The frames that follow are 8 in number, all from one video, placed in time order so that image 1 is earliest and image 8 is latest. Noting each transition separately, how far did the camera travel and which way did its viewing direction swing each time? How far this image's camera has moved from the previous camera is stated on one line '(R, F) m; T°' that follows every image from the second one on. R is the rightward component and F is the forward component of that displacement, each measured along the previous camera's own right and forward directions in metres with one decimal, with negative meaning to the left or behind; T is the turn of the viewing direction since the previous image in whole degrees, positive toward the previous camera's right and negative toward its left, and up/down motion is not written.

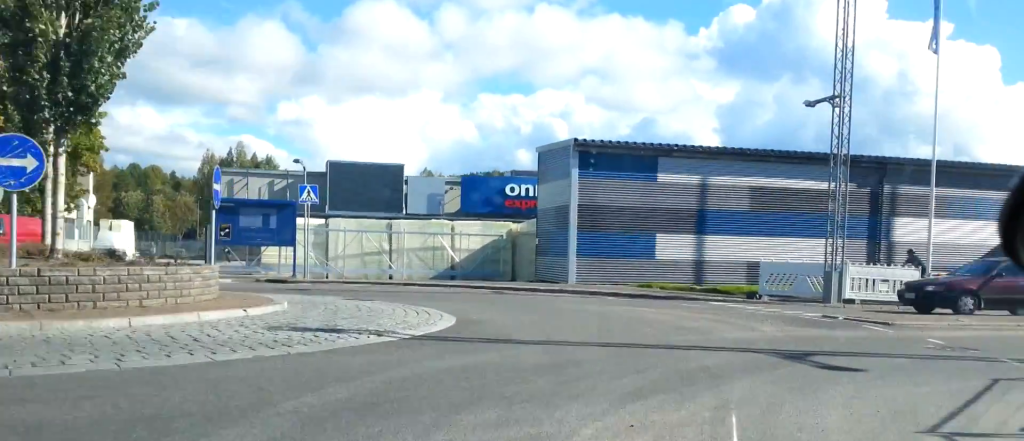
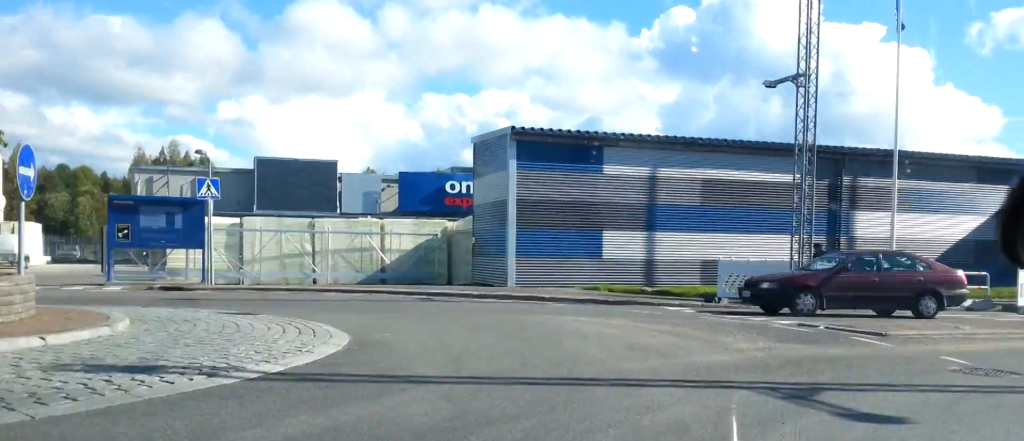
(+0.2, +2.6) m; +5°
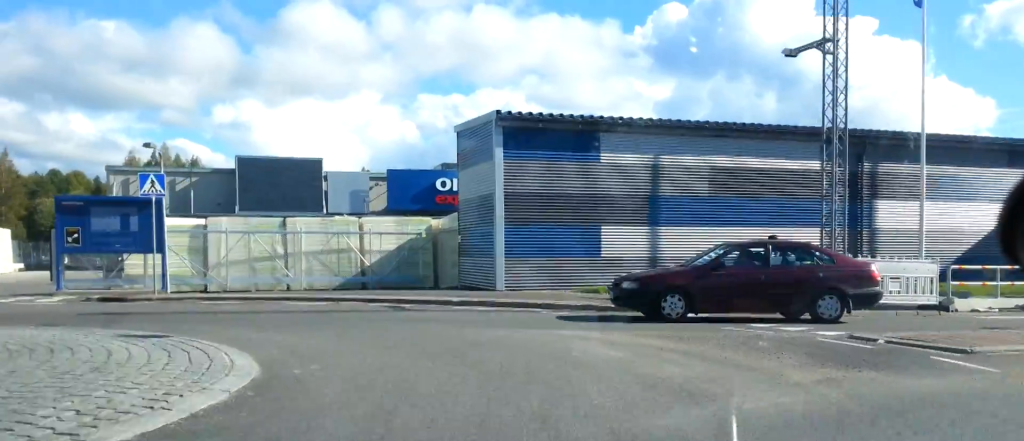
(+0.1, +2.6) m; +6°
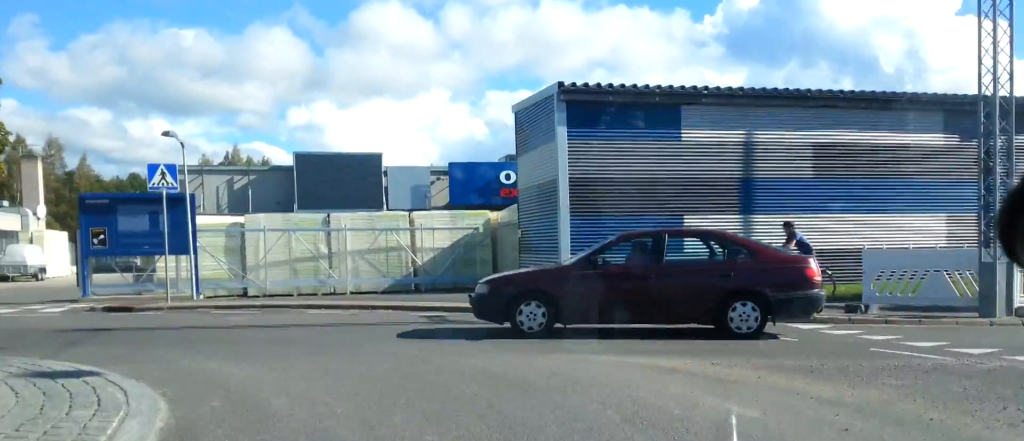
(+0.3, +3.3) m; +2°
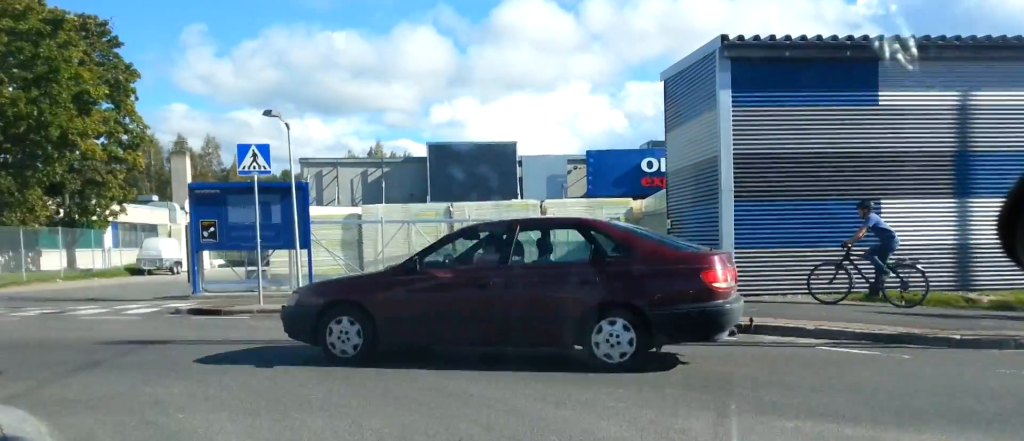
(+0.2, +3.7) m; -1°
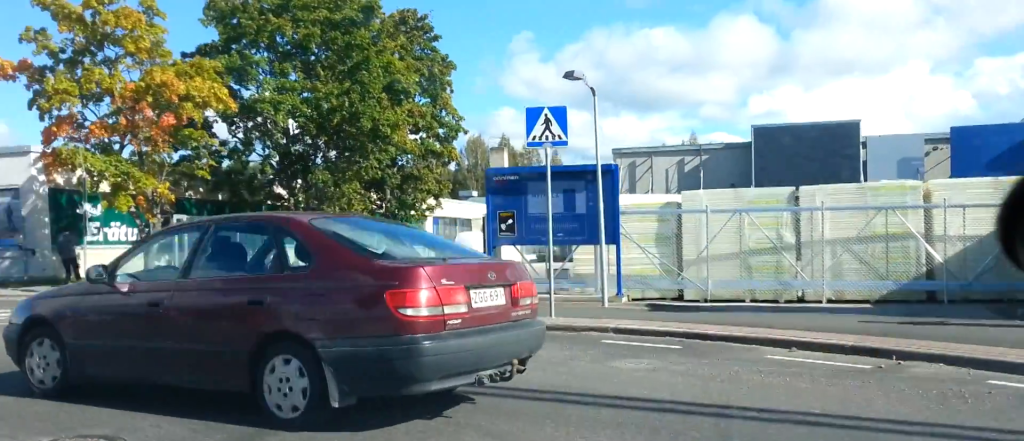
(-0.4, +5.8) m; -9°
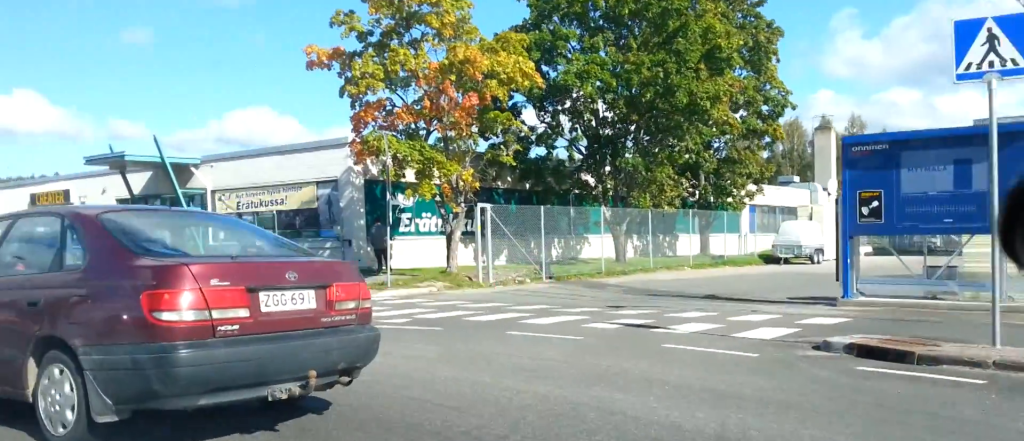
(+0.1, +4.2) m; -22°
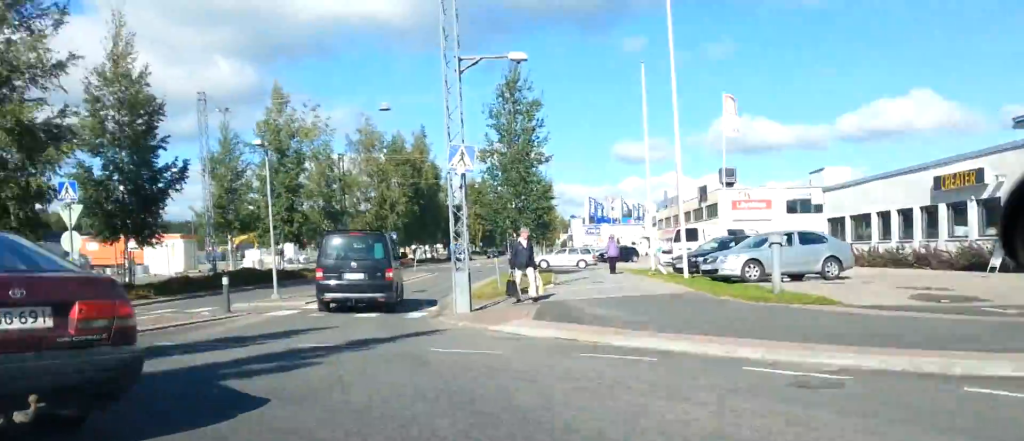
(-4.6, +7.2) m; -53°
